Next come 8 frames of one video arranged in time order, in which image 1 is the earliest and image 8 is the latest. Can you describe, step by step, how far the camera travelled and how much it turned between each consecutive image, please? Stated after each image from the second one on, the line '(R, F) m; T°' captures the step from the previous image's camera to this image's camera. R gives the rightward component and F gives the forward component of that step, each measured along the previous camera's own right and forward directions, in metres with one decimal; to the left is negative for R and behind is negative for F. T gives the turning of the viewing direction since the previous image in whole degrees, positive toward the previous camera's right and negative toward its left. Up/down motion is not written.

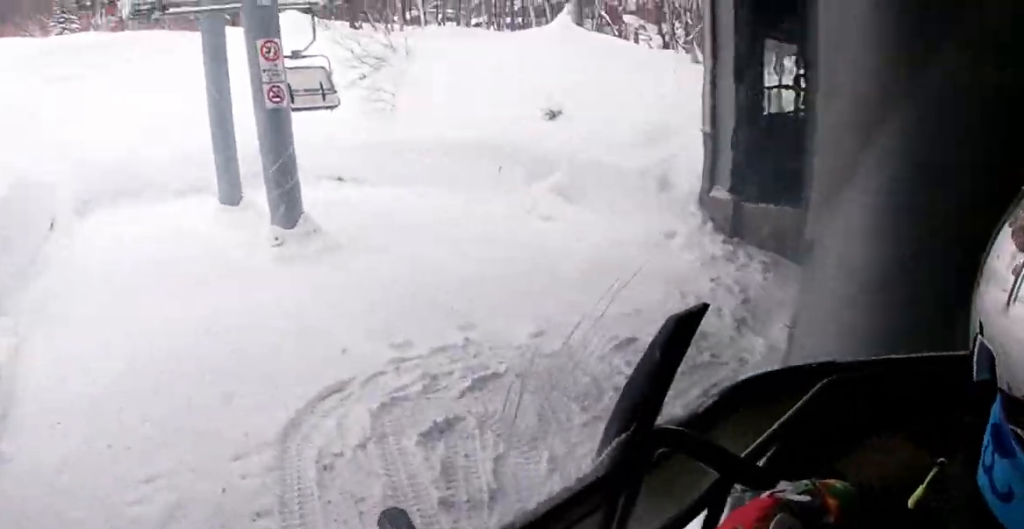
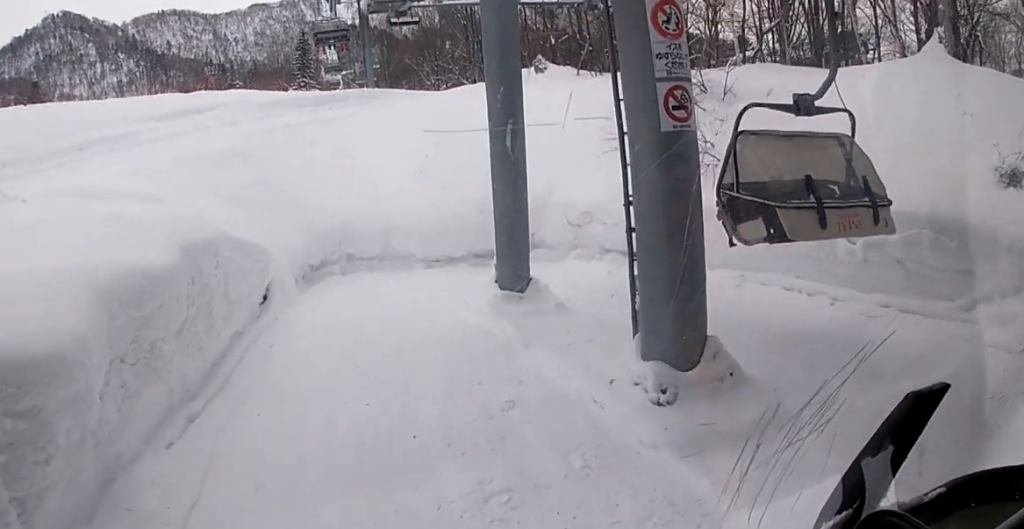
(-4.1, +9.2) m; -29°
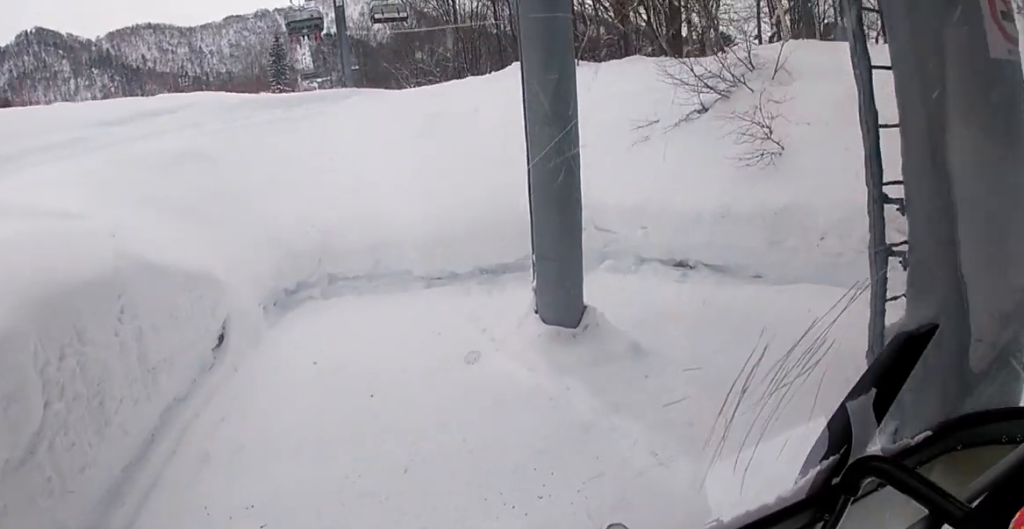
(-0.5, +6.3) m; +1°
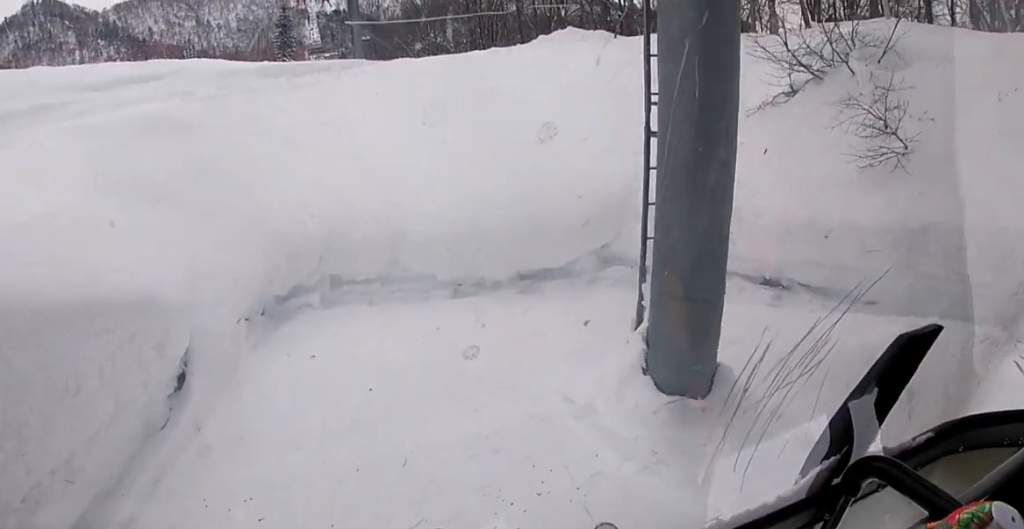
(+0.4, +6.1) m; +5°
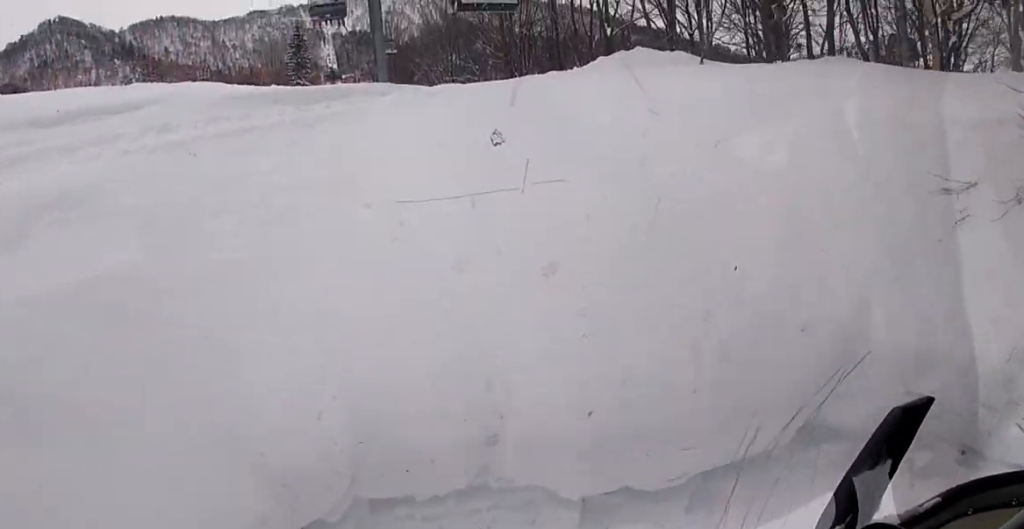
(+1.1, +10.9) m; +13°
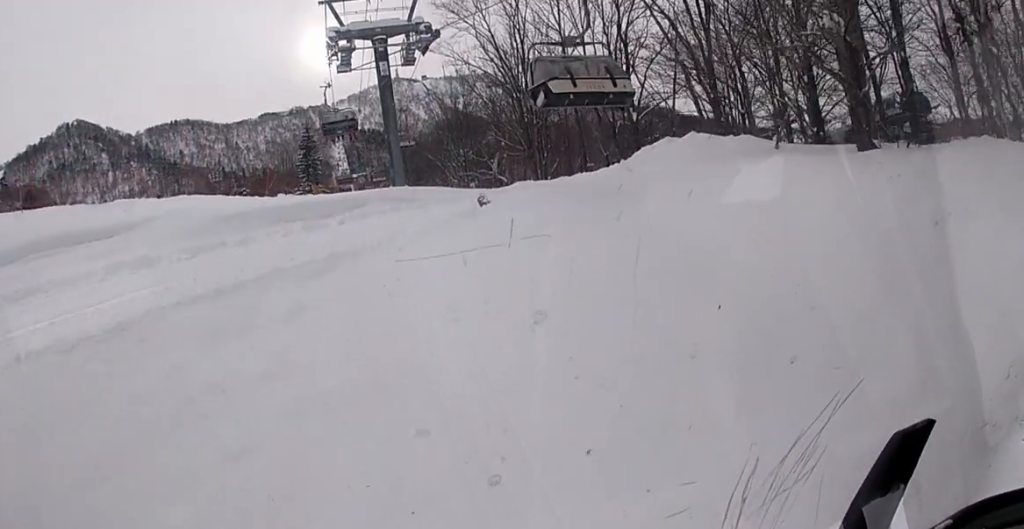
(+0.6, +5.3) m; 0°
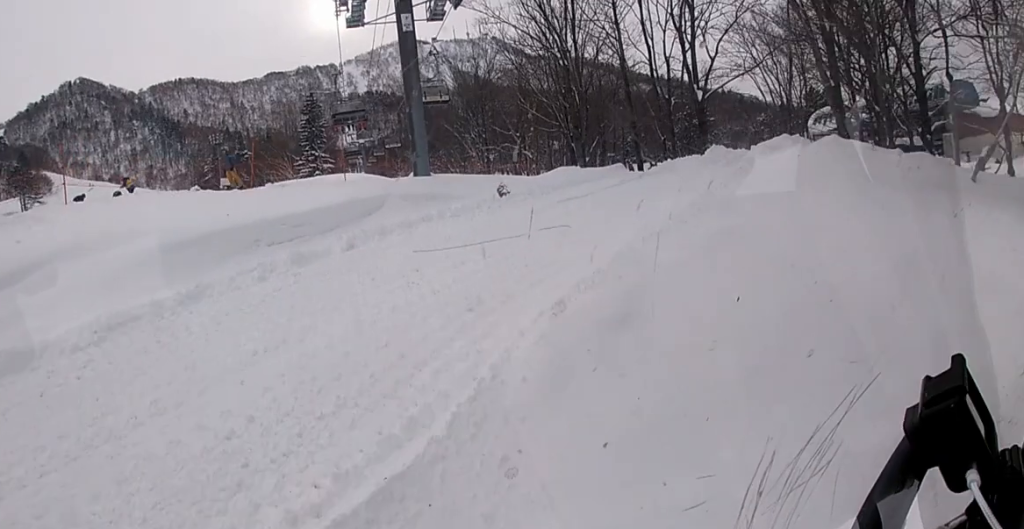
(-0.3, +6.6) m; +8°
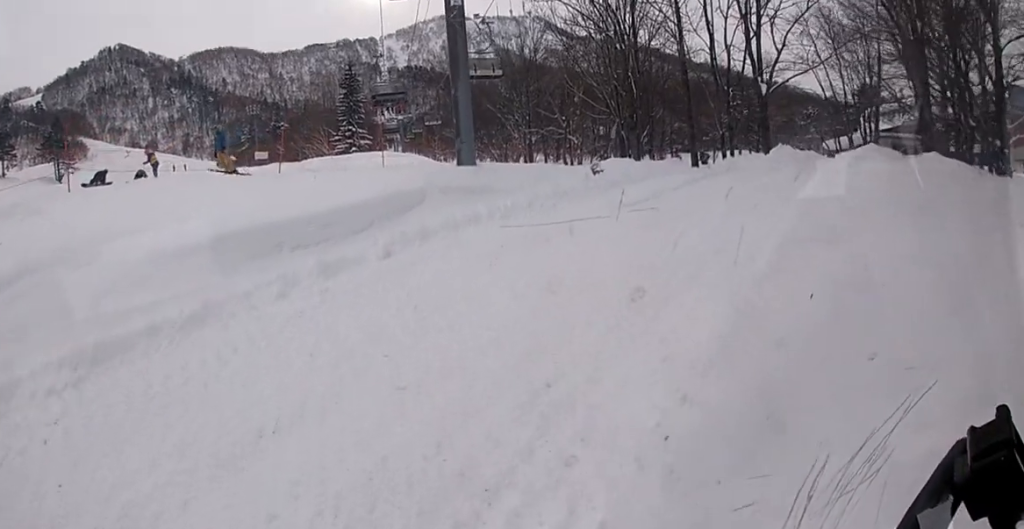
(+0.3, +1.8) m; +8°
